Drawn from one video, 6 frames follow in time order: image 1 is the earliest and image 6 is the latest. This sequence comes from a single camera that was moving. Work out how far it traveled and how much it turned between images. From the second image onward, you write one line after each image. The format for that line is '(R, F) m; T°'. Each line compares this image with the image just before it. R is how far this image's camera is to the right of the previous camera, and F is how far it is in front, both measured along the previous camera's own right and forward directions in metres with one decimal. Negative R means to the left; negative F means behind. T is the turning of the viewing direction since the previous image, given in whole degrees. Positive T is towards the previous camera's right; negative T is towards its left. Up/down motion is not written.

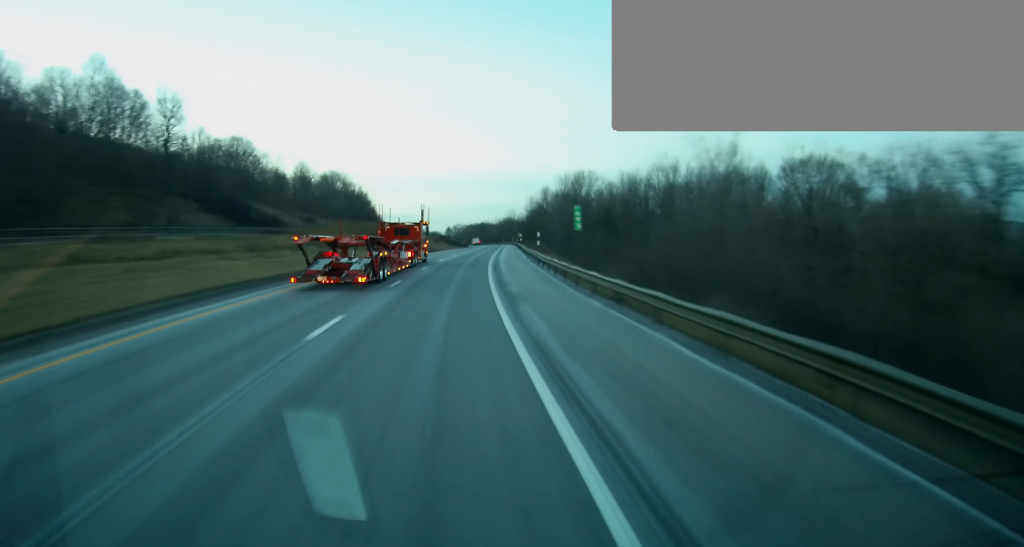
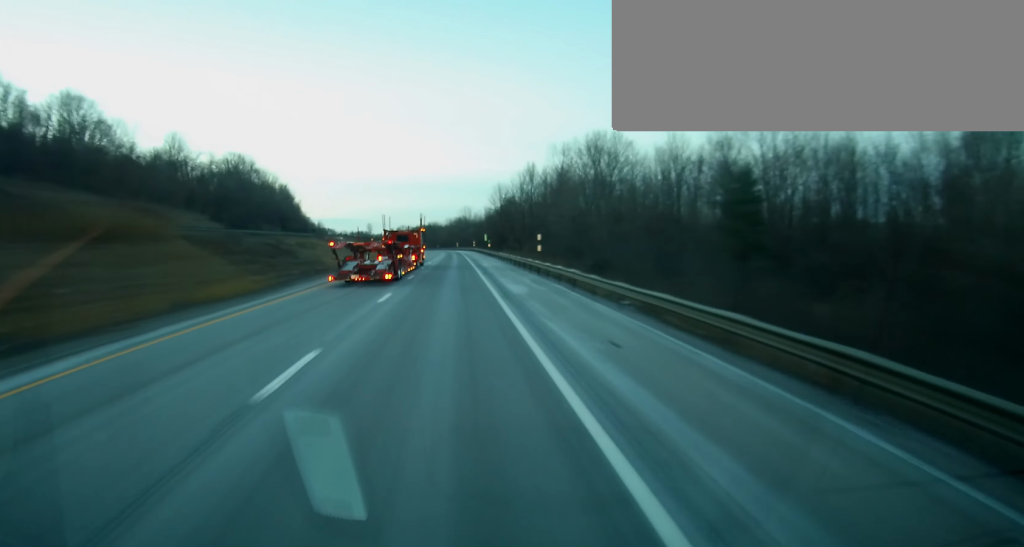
(+3.5, +63.6) m; +6°
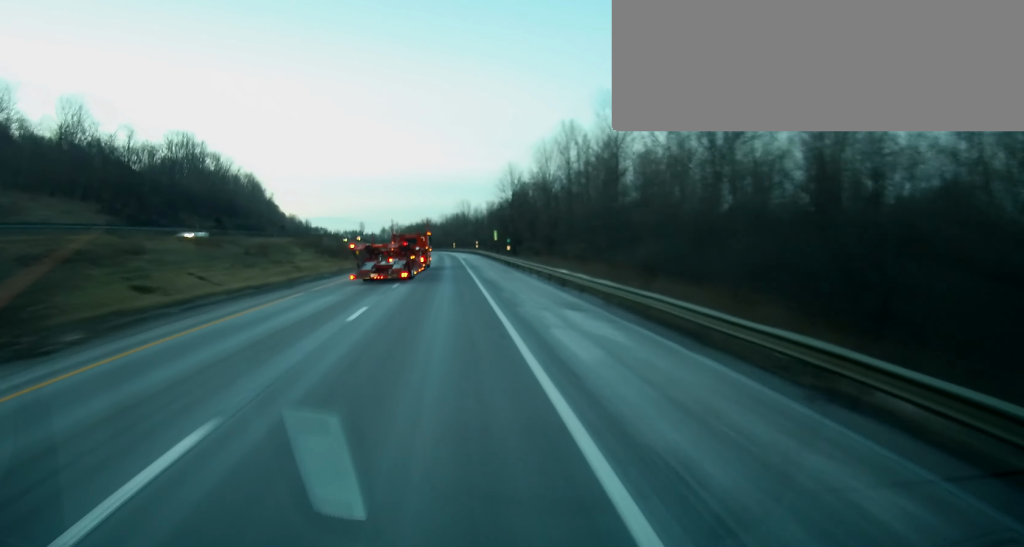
(+1.0, +40.3) m; +2°
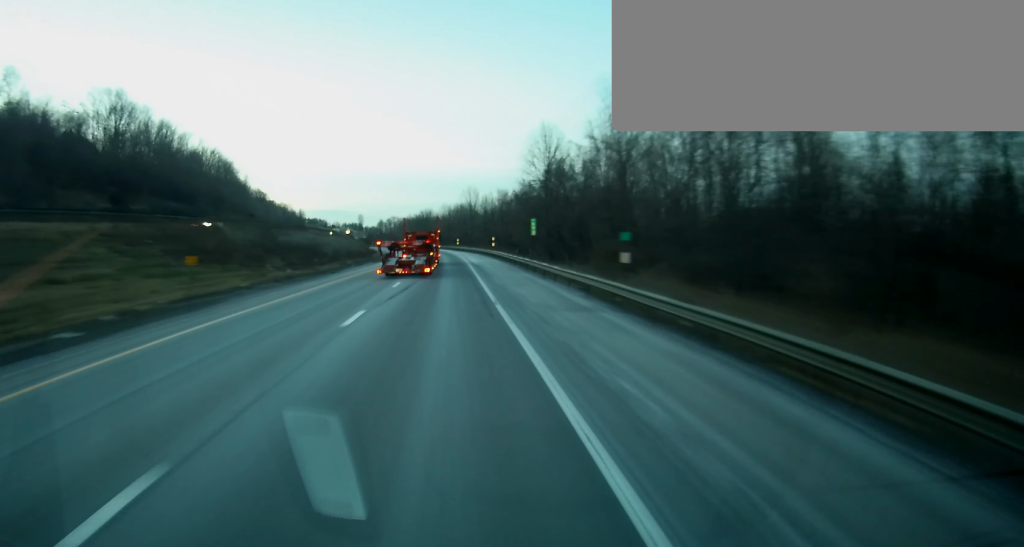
(+0.2, +37.8) m; 0°
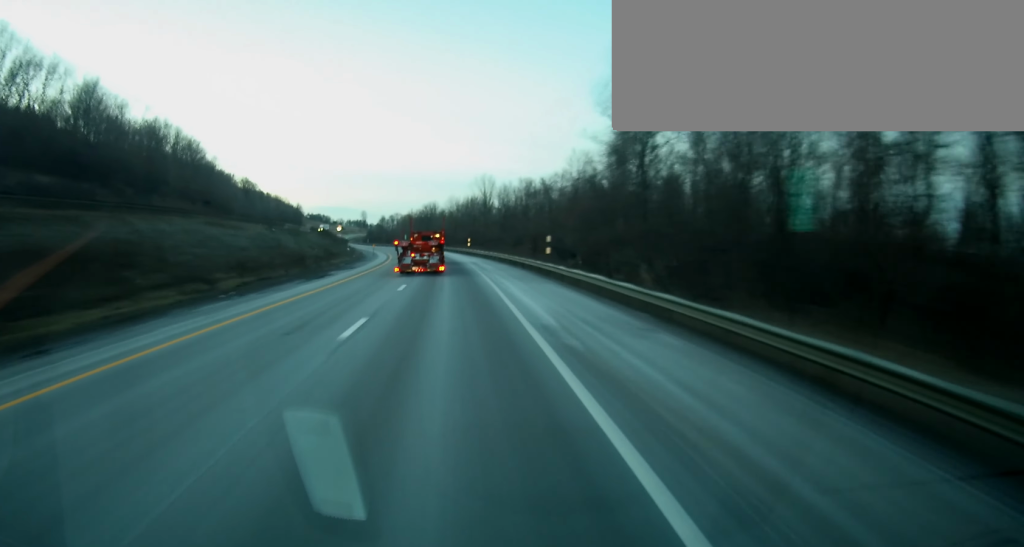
(-0.1, +37.9) m; 0°
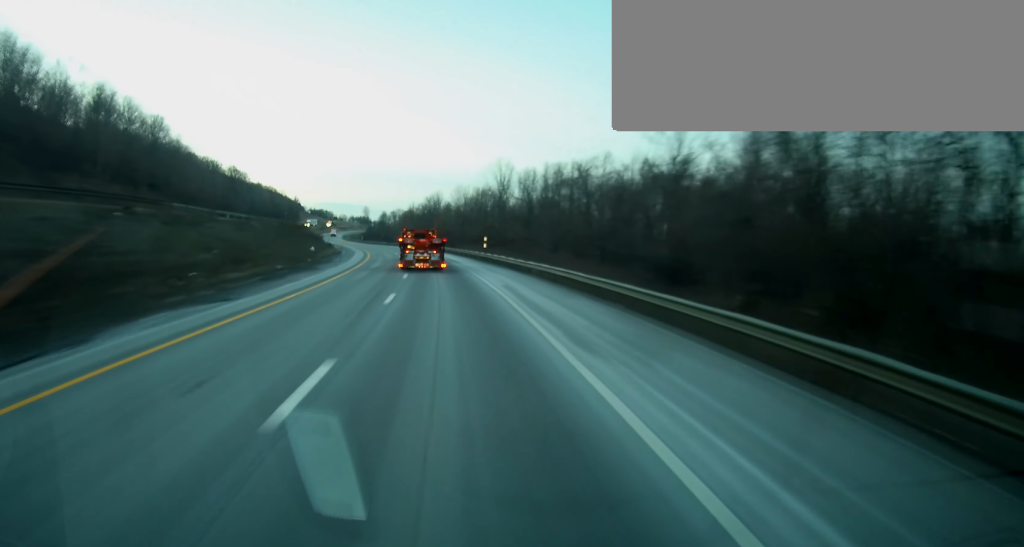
(-0.1, +30.1) m; -1°
